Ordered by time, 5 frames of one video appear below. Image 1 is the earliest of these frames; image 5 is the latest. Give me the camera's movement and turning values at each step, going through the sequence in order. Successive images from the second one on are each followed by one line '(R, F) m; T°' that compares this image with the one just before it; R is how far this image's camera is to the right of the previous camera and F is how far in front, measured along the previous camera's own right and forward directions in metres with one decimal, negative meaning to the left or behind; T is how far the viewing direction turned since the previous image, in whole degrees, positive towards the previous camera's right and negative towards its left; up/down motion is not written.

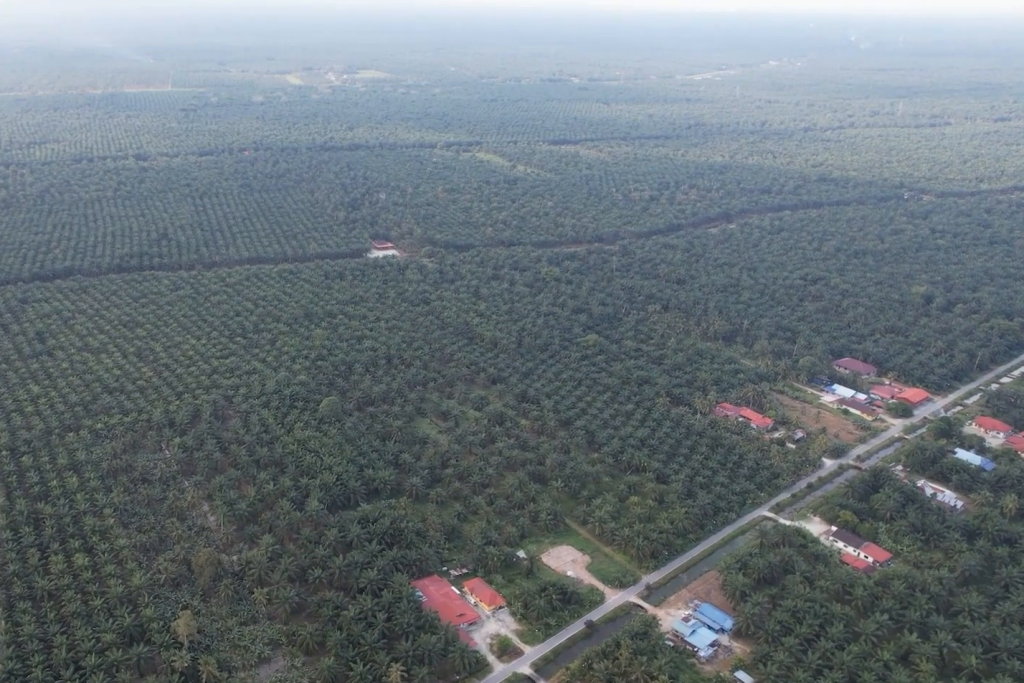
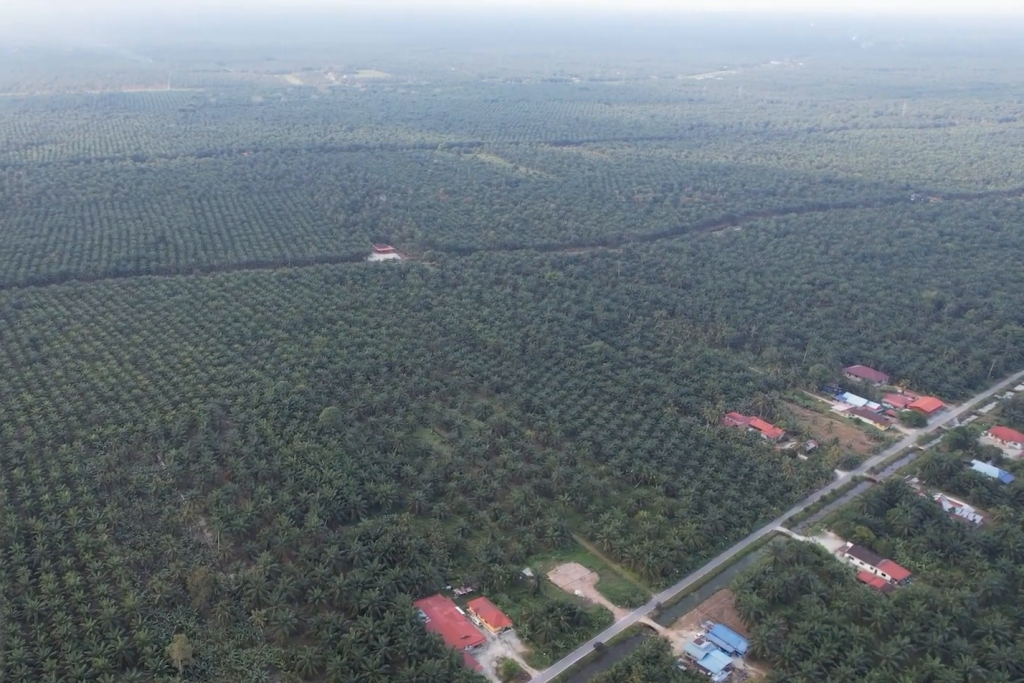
(0.0, +12.6) m; 0°
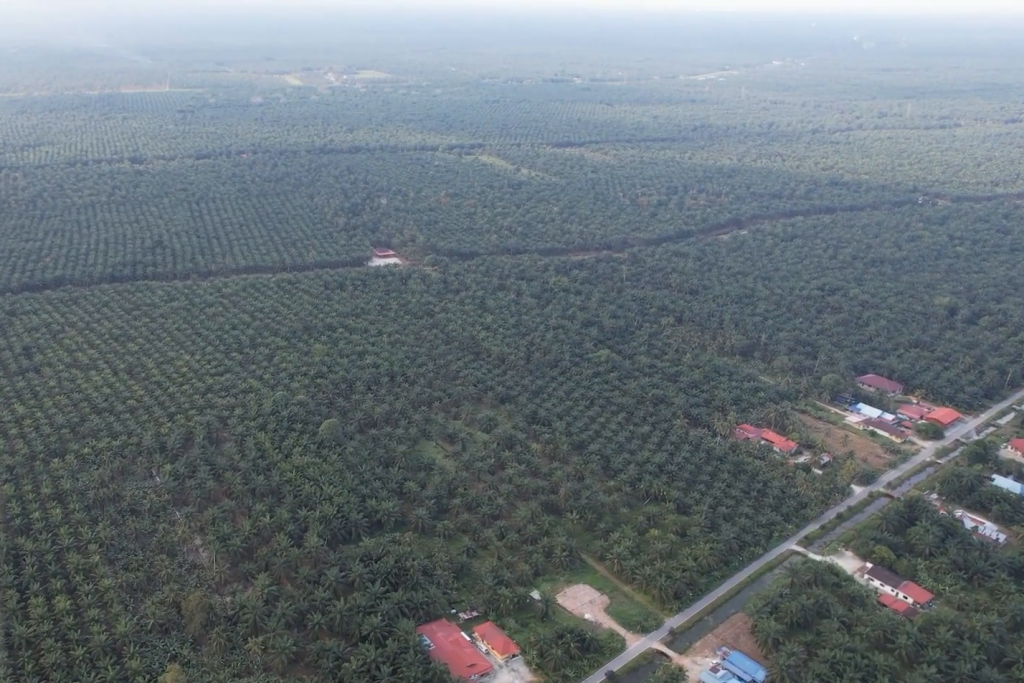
(0.0, +14.4) m; 0°
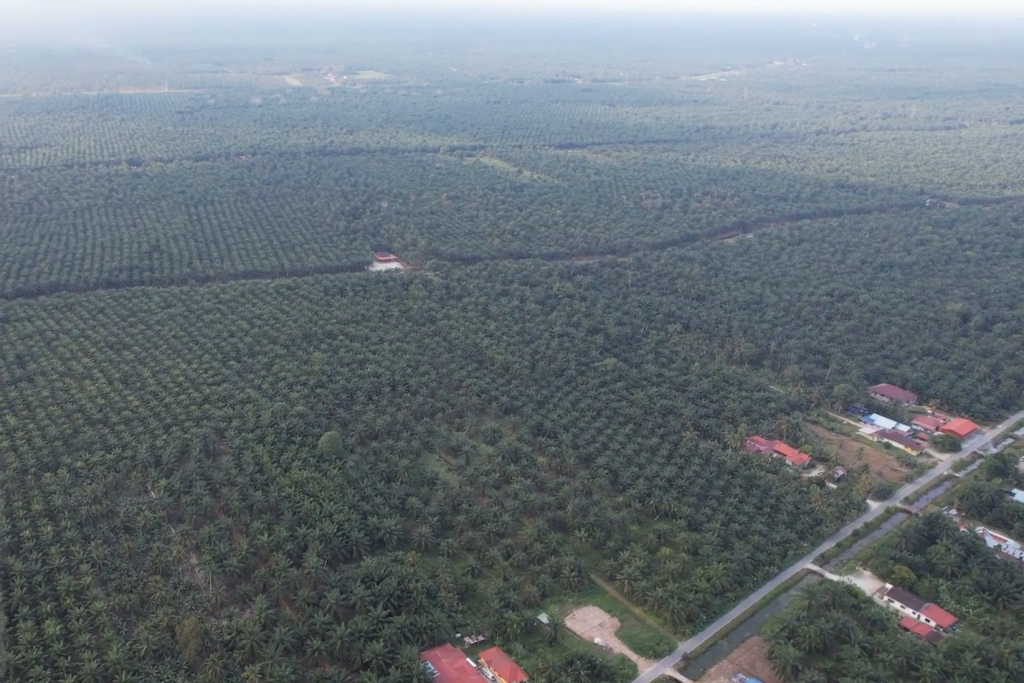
(0.0, +13.2) m; 0°
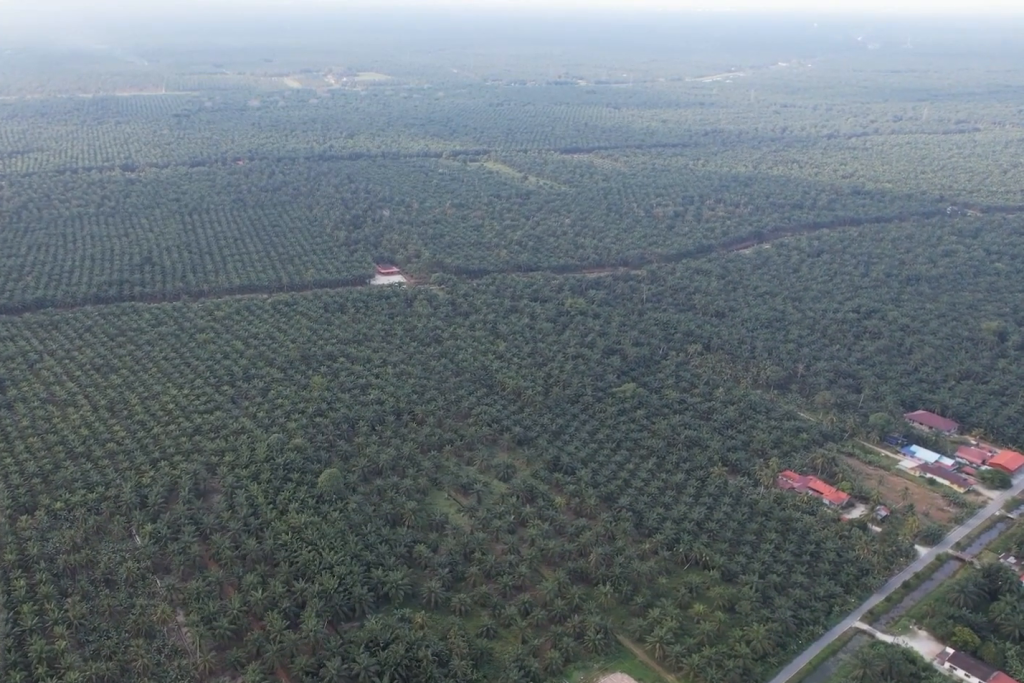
(0.0, +35.8) m; 0°
